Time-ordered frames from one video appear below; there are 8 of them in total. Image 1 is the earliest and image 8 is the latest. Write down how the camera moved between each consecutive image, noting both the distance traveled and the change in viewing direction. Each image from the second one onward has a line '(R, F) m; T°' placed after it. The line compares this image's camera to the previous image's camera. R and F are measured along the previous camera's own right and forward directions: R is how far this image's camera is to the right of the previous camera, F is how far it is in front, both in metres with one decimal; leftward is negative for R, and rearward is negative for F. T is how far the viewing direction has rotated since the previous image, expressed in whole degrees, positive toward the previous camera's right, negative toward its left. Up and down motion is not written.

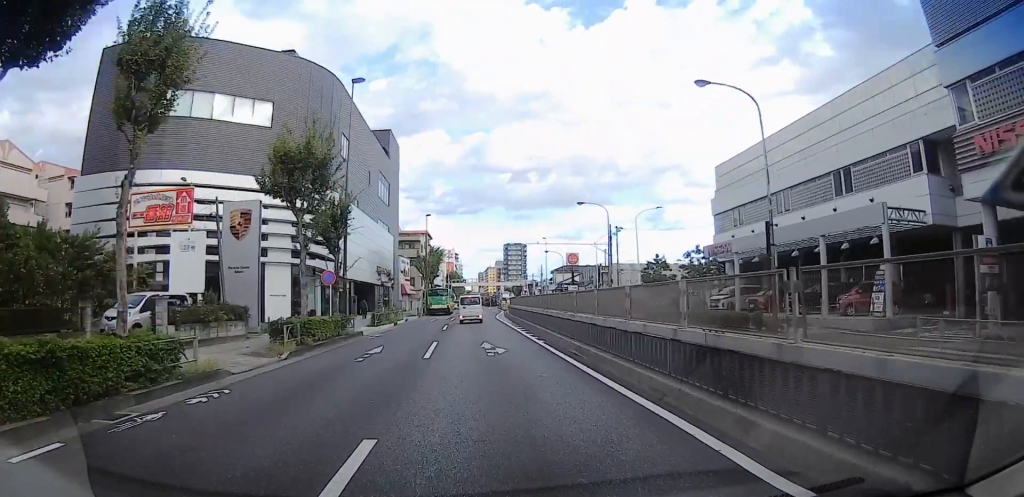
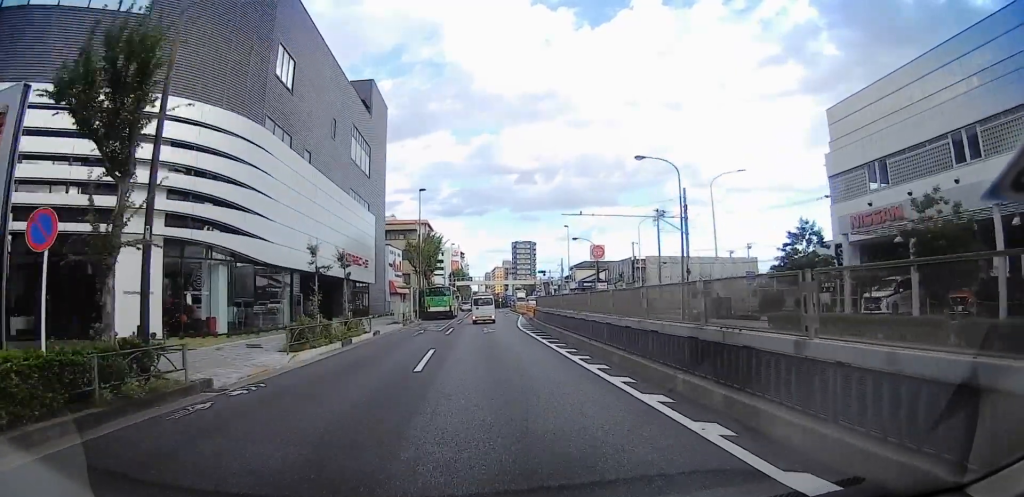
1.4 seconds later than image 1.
(0.0, +17.9) m; 0°
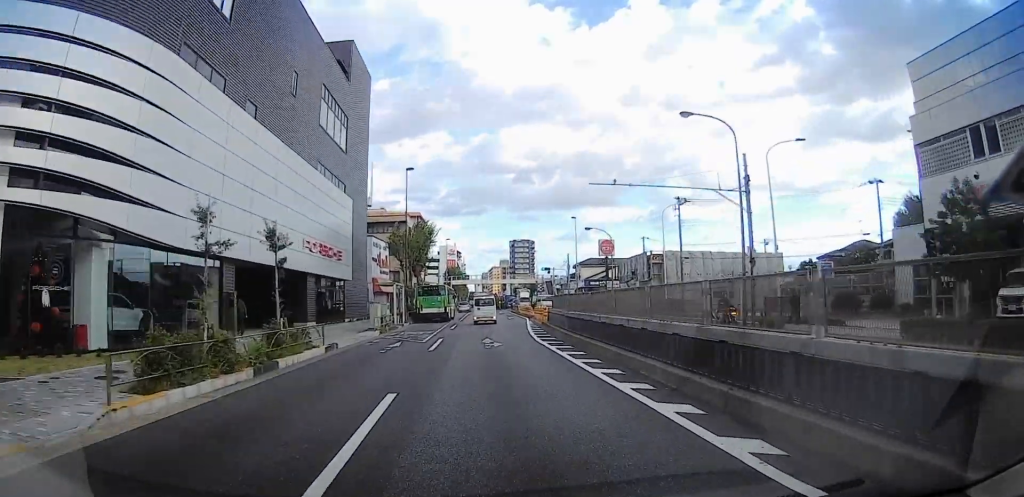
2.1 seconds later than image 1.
(0.0, +9.2) m; 0°
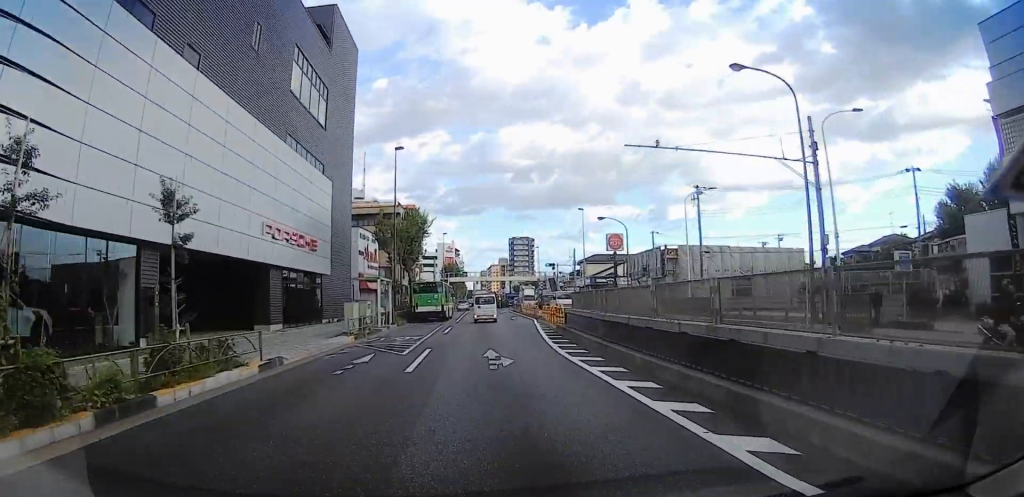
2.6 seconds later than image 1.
(0.0, +7.0) m; 0°
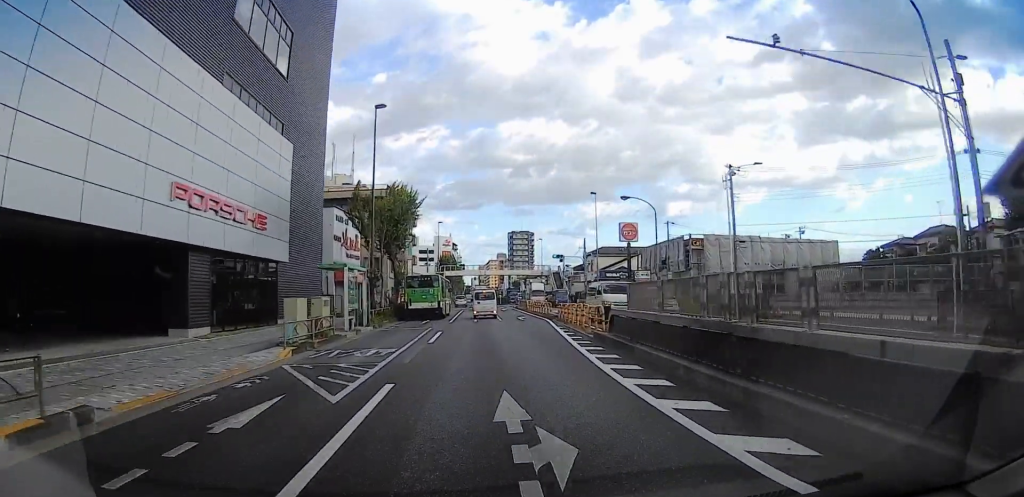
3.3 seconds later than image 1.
(0.0, +10.2) m; 0°
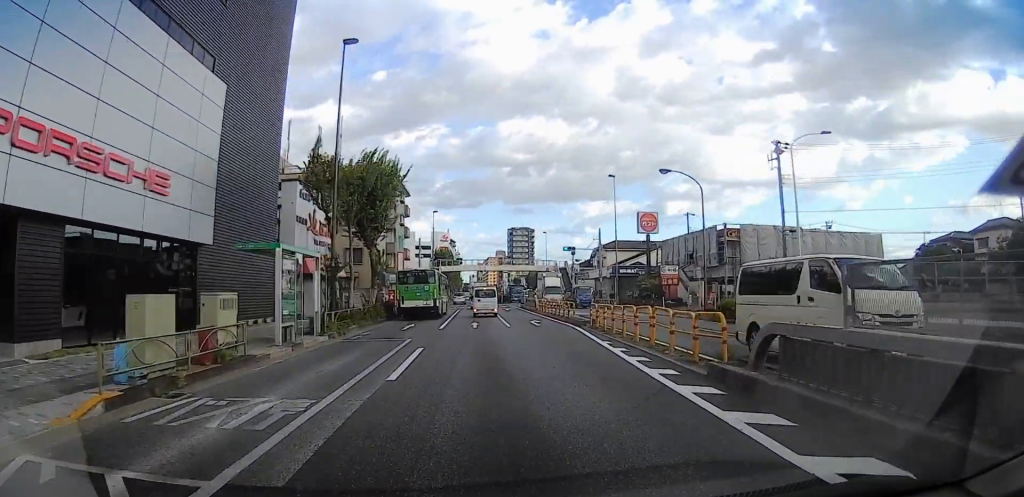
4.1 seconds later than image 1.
(0.0, +10.1) m; 0°
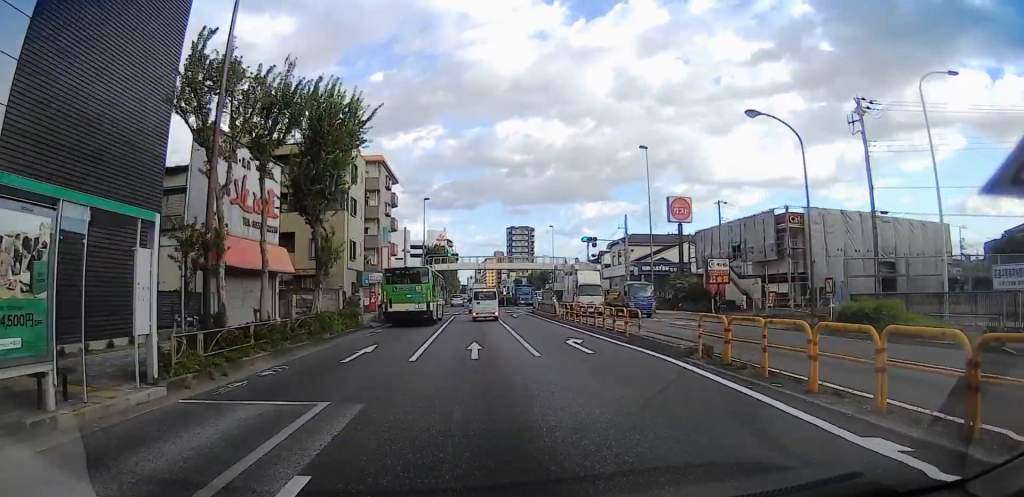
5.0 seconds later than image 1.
(0.0, +10.9) m; 0°
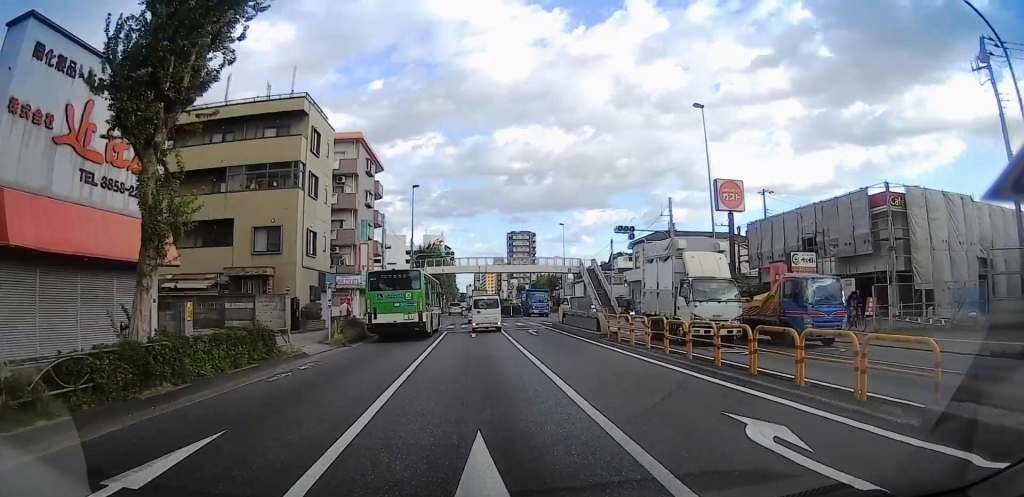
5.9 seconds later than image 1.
(0.0, +11.4) m; 0°
